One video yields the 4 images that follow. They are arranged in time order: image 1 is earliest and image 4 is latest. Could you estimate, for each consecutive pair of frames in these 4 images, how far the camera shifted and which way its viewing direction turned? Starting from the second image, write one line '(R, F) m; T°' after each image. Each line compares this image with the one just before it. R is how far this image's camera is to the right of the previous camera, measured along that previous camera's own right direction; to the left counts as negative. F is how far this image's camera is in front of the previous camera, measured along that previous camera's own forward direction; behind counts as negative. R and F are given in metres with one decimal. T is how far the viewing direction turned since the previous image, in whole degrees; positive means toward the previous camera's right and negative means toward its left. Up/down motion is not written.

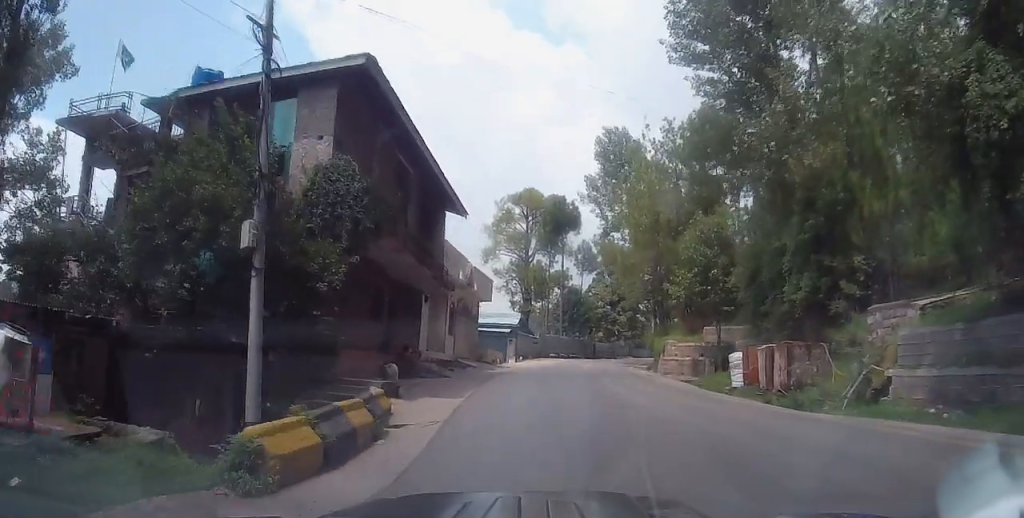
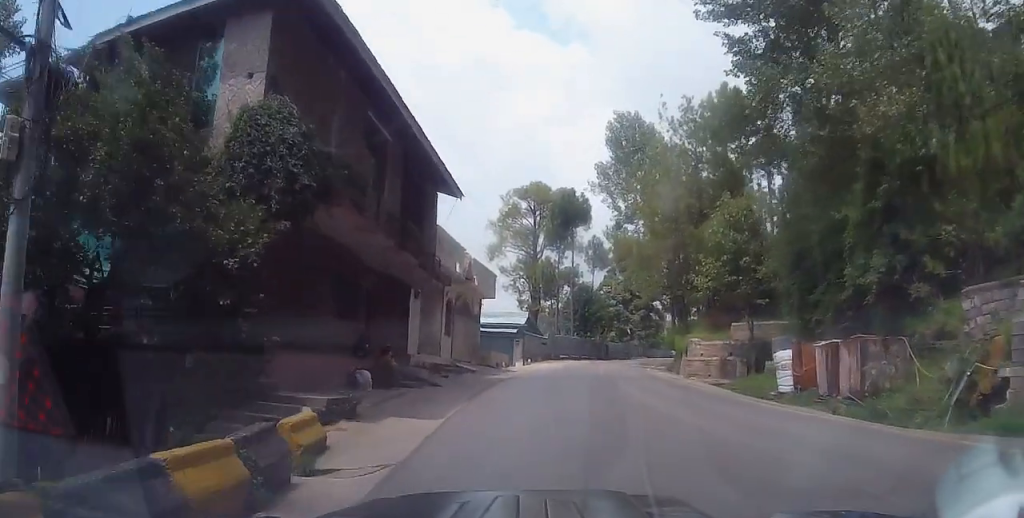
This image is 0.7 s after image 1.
(0.0, +3.8) m; 0°
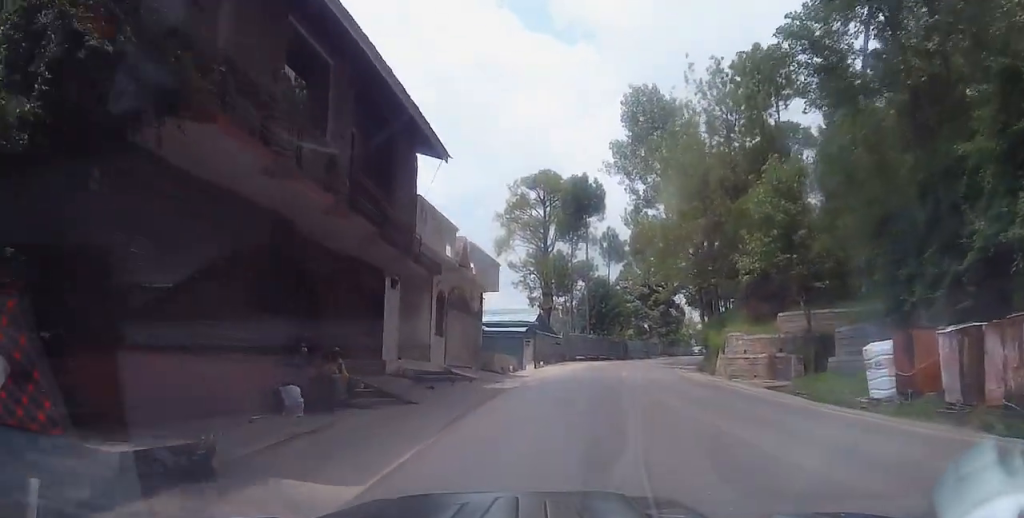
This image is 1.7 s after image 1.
(0.0, +5.2) m; -4°
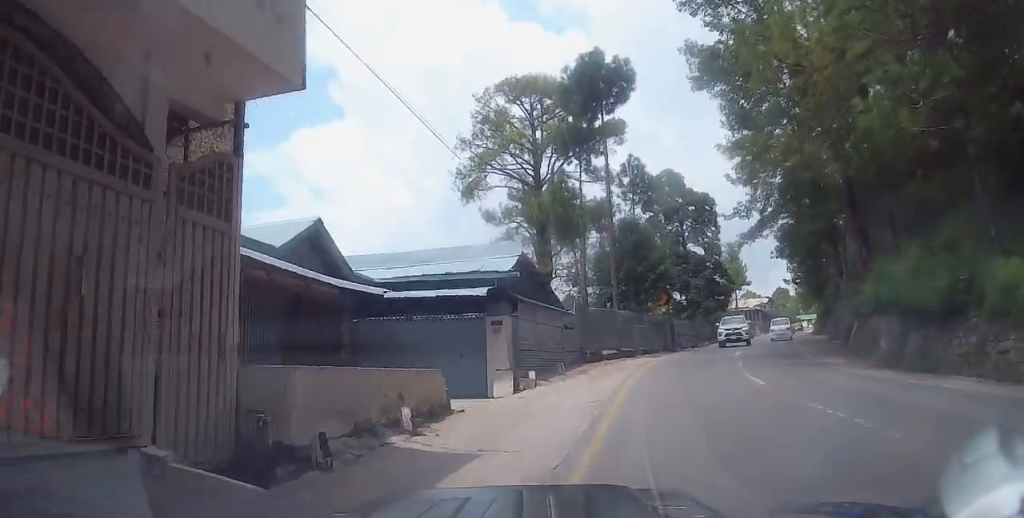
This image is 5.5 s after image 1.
(0.0, +22.7) m; 0°
